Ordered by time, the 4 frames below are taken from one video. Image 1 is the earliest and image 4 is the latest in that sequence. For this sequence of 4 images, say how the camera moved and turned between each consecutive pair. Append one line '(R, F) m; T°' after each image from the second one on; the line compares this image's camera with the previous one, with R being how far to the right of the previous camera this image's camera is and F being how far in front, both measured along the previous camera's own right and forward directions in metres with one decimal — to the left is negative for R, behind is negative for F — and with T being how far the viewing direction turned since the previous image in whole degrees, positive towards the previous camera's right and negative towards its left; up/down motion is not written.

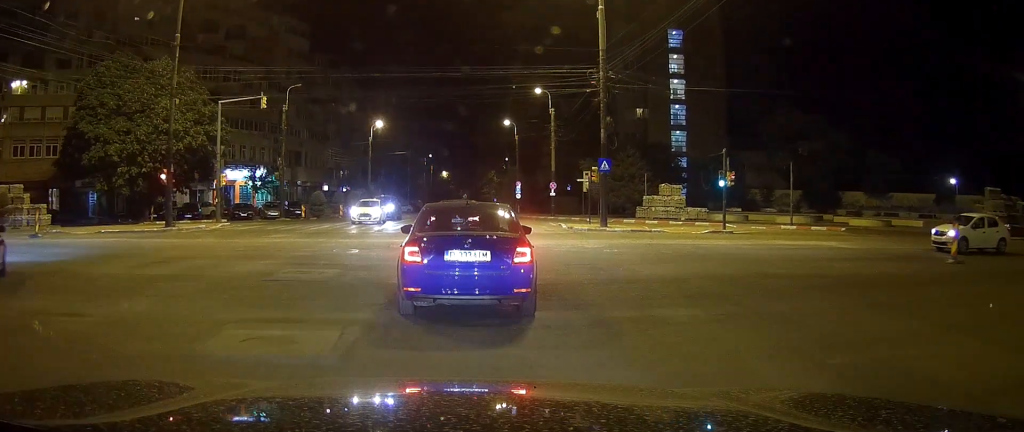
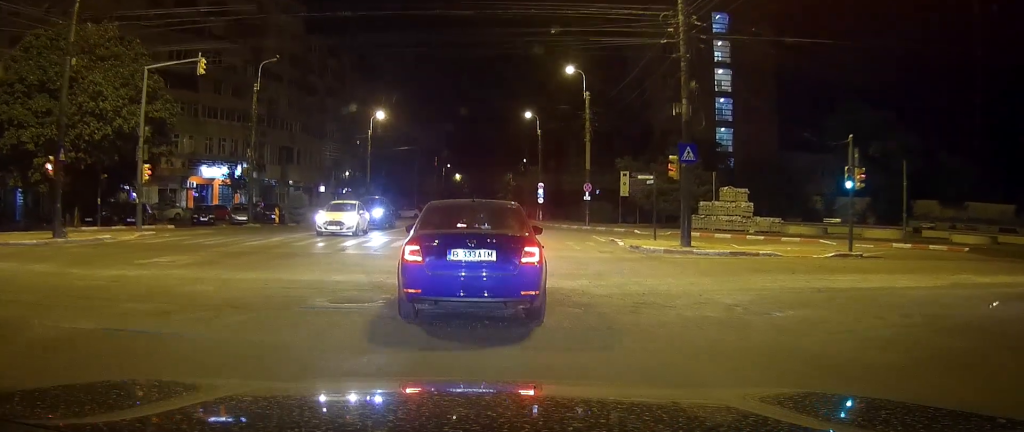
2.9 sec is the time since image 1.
(+0.3, +12.0) m; +2°
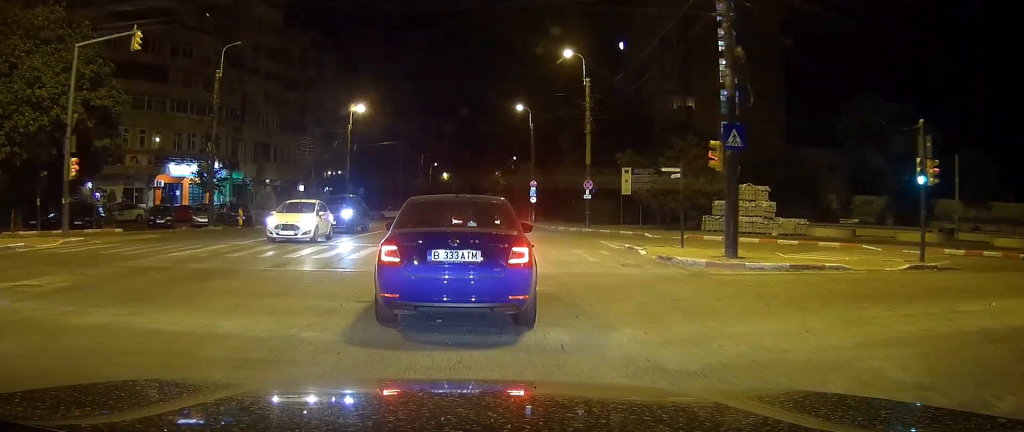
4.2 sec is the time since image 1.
(0.0, +5.0) m; -2°
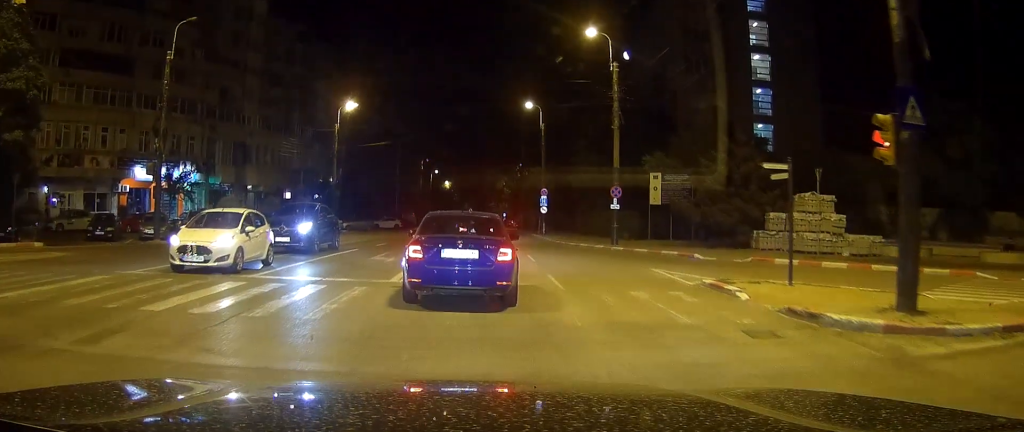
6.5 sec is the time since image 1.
(-0.4, +8.1) m; -3°
